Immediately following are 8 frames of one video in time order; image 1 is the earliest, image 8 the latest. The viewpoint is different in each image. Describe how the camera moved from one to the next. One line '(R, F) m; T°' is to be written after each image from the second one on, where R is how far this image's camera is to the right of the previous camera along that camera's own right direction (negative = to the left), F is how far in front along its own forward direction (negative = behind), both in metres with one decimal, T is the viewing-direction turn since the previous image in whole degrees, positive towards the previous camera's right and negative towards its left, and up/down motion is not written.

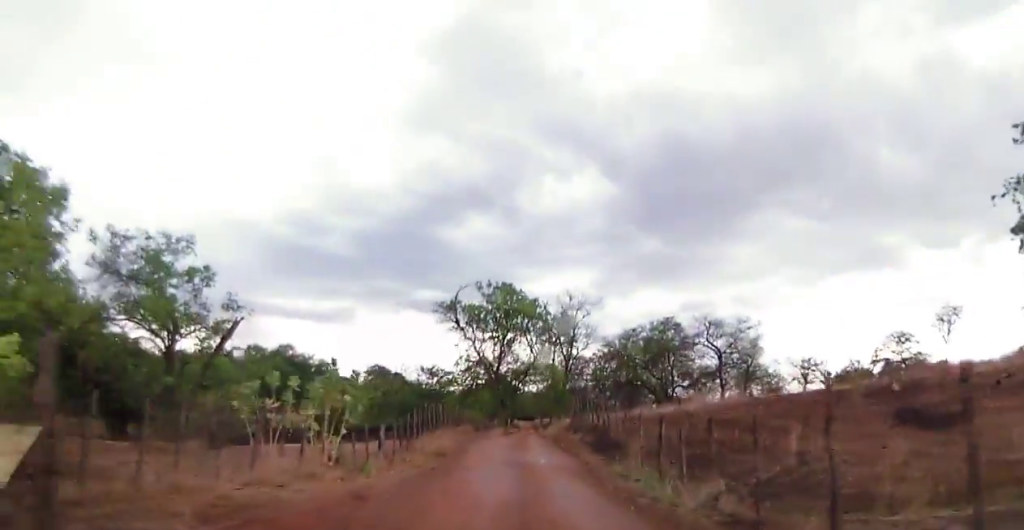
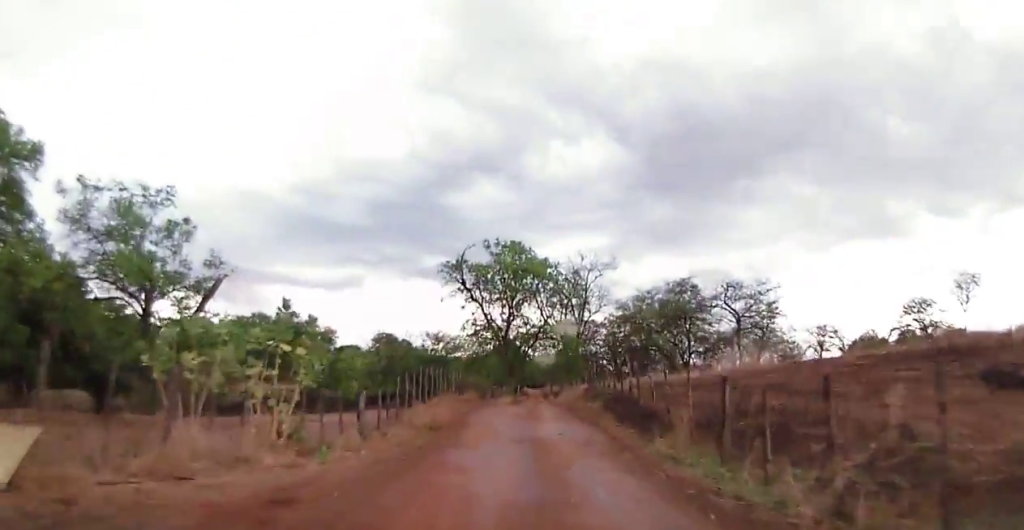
(+0.2, +4.1) m; 0°
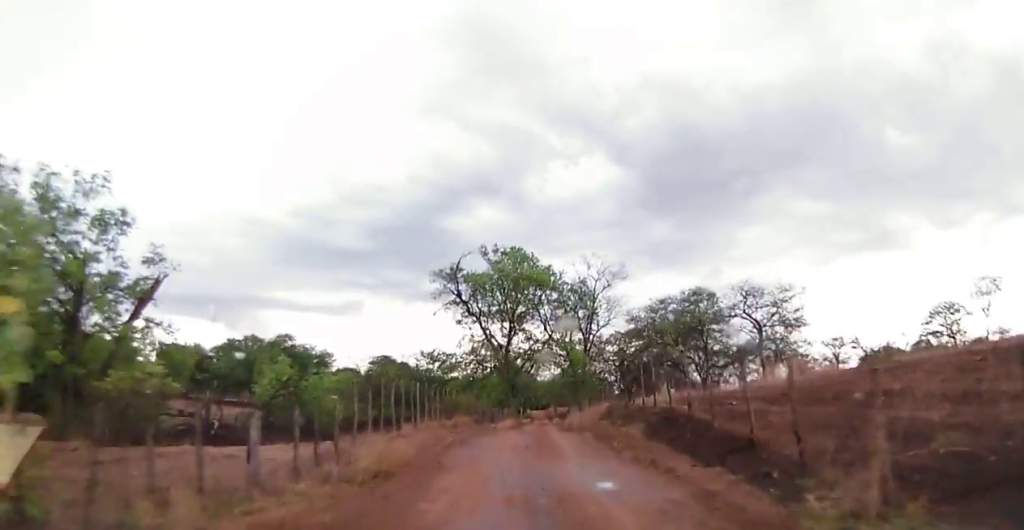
(-0.2, +7.3) m; -2°
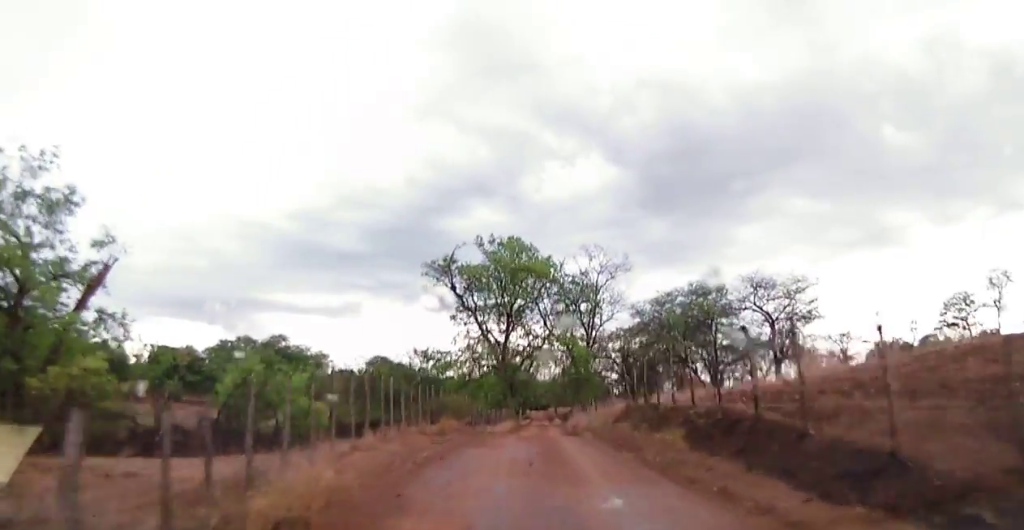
(-0.1, +4.3) m; -1°
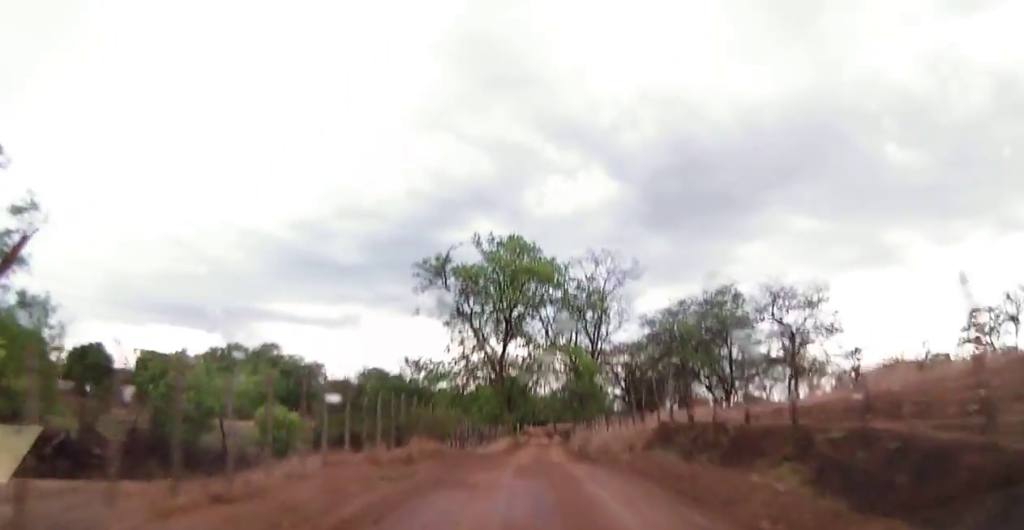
(+0.1, +5.8) m; +2°
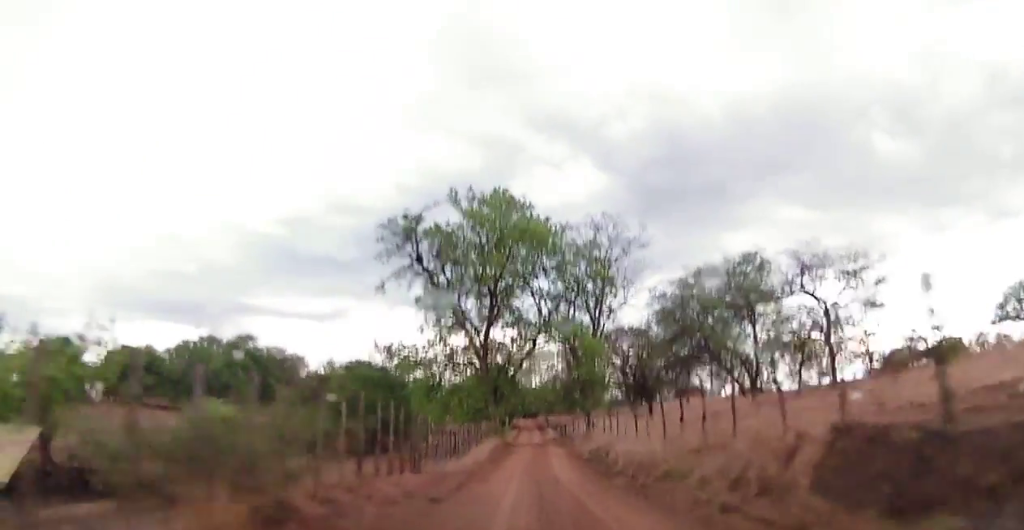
(+0.4, +11.9) m; +3°
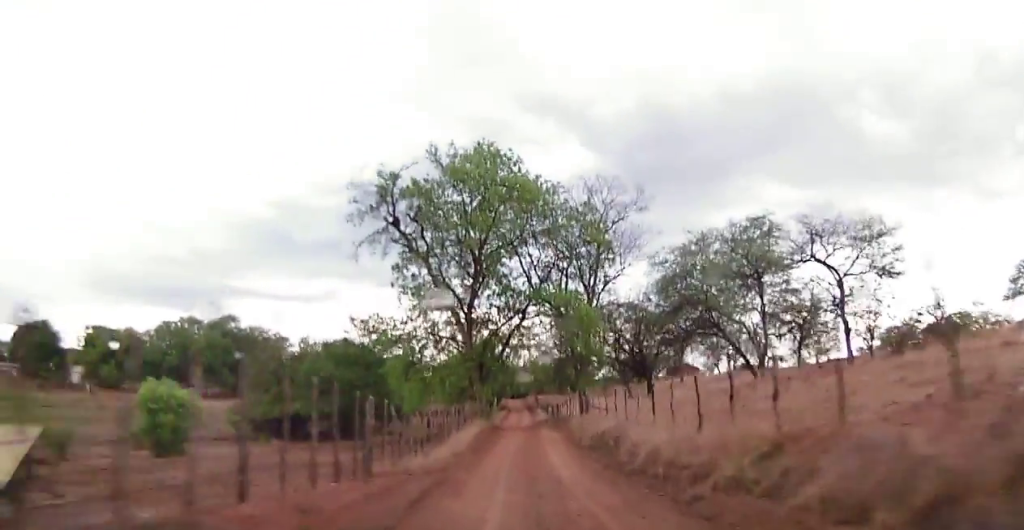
(+0.1, +5.0) m; 0°
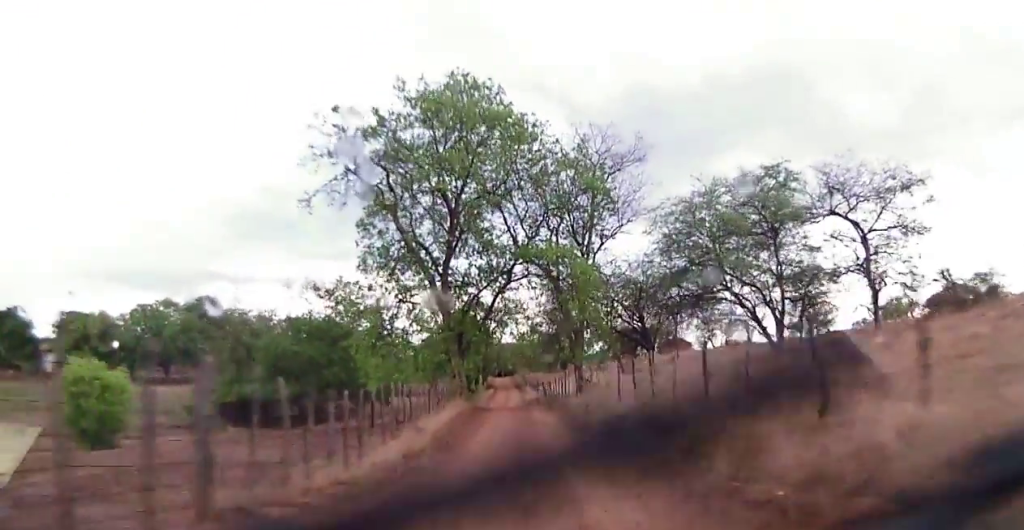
(0.0, +6.3) m; 0°
